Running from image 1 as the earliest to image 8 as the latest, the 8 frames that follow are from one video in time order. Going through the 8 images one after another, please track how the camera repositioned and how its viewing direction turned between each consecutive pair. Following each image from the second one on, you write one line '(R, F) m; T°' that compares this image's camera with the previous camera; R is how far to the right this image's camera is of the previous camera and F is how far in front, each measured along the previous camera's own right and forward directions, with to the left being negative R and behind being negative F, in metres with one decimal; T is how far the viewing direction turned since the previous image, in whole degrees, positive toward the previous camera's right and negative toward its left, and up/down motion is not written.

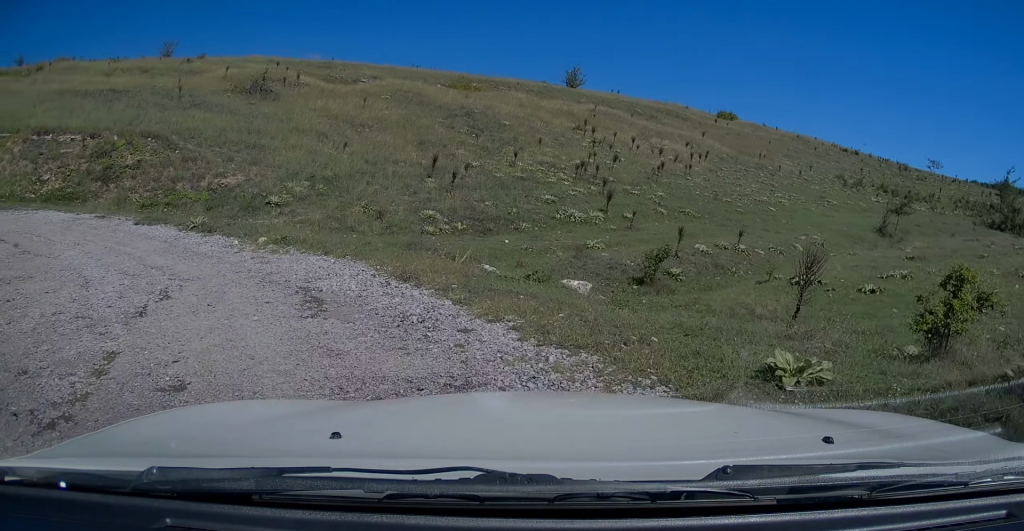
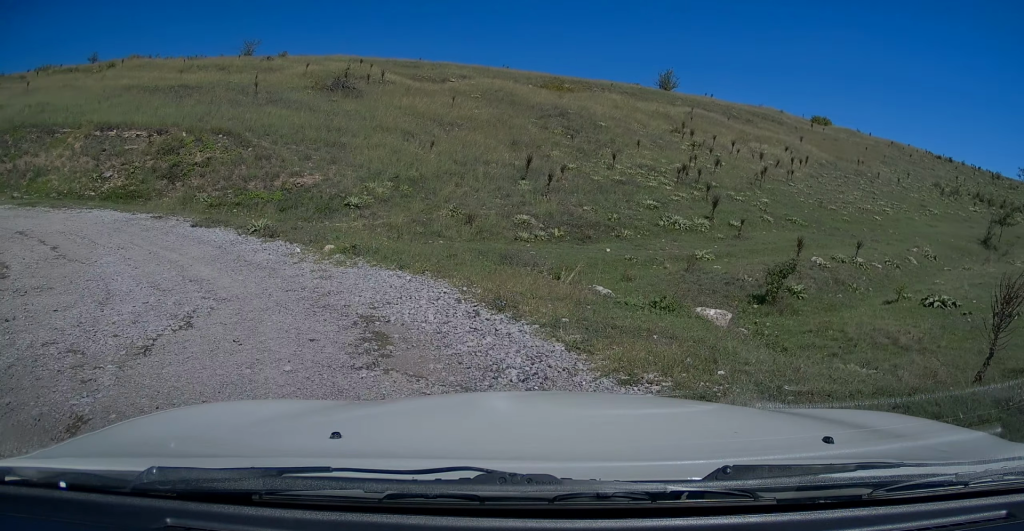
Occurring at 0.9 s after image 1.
(-0.2, +2.1) m; -11°
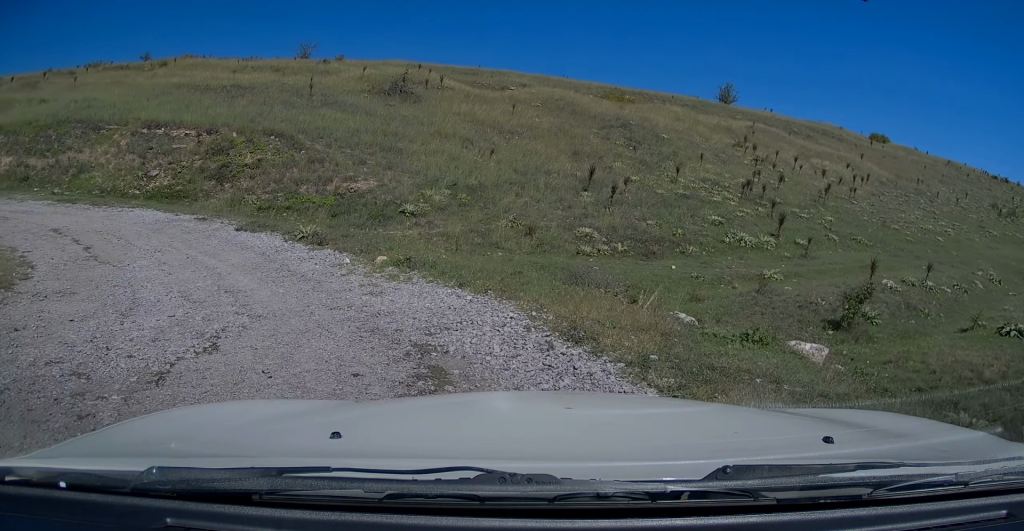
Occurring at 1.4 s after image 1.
(-0.1, +1.1) m; -7°
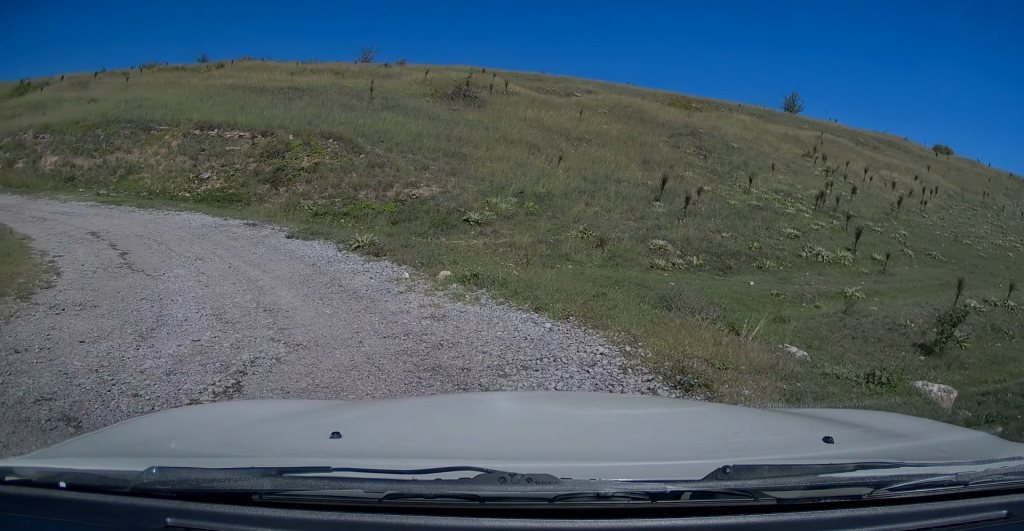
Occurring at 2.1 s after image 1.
(-0.1, +1.0) m; -7°
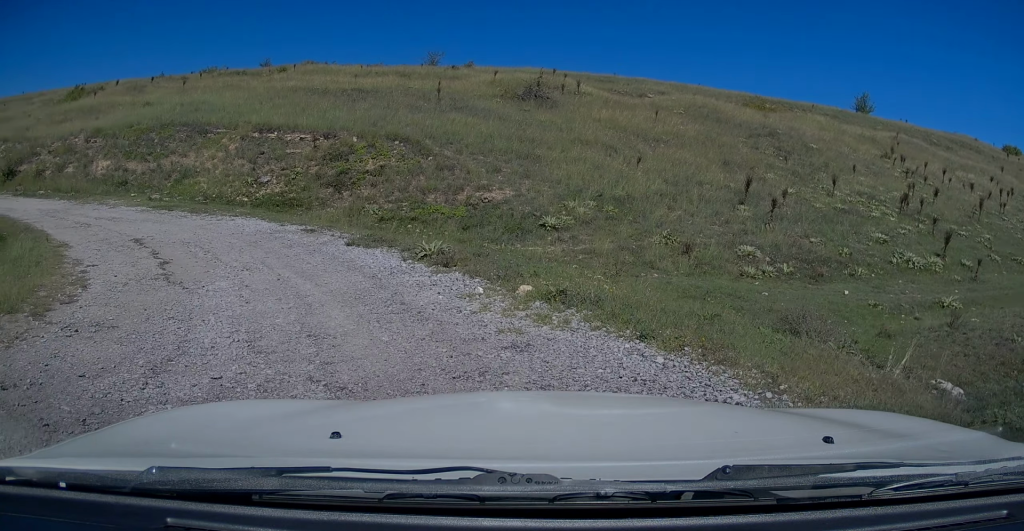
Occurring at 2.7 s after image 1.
(-0.1, +1.1) m; -6°
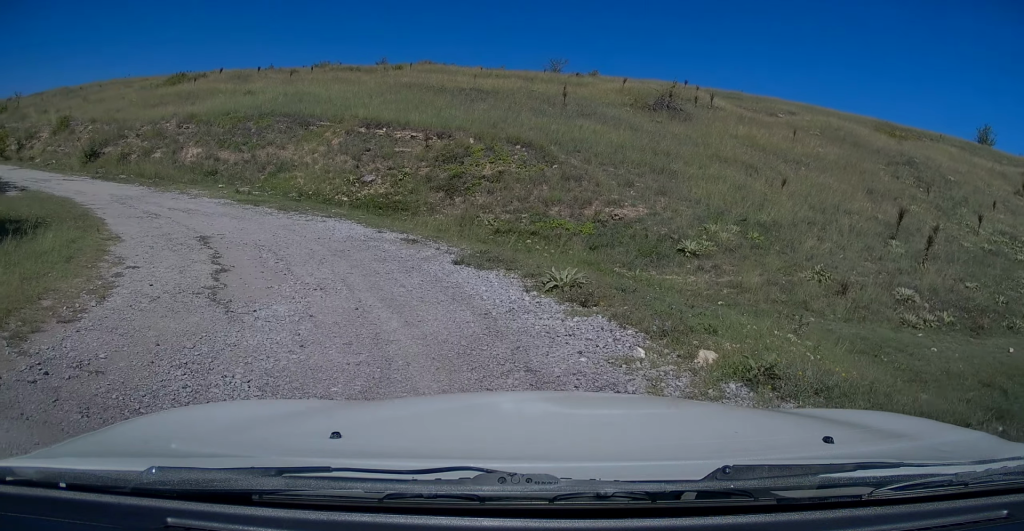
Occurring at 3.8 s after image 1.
(-0.2, +2.0) m; -12°
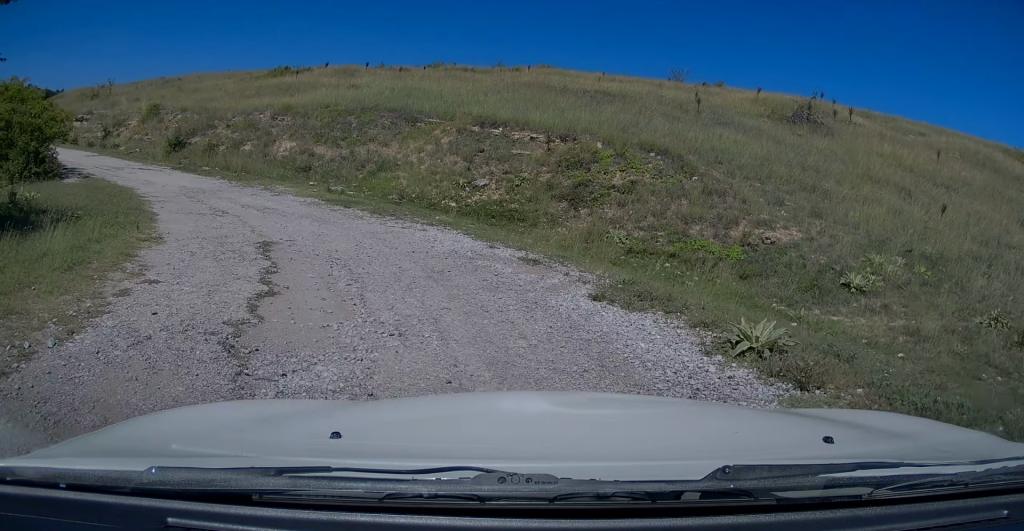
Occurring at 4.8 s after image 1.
(-0.2, +2.2) m; -9°
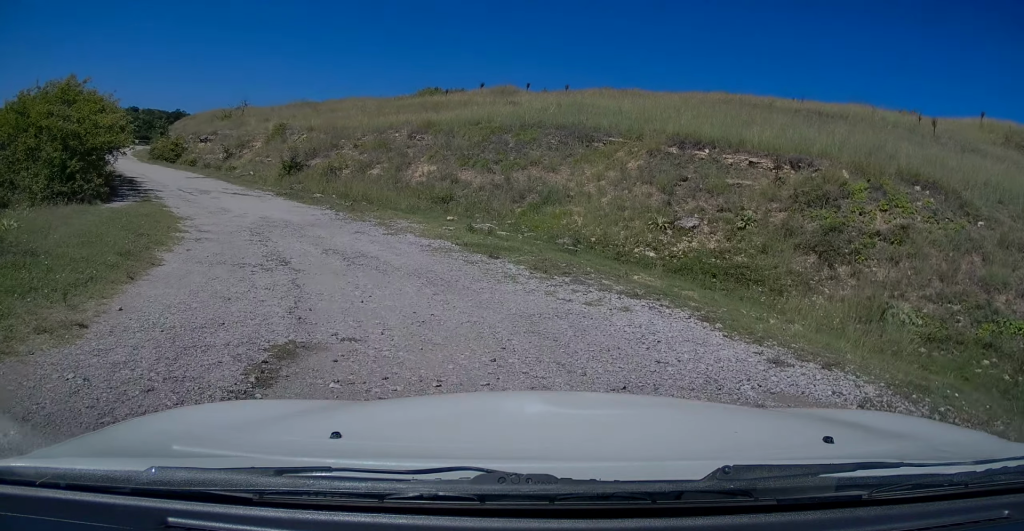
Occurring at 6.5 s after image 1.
(-0.3, +4.9) m; -8°
